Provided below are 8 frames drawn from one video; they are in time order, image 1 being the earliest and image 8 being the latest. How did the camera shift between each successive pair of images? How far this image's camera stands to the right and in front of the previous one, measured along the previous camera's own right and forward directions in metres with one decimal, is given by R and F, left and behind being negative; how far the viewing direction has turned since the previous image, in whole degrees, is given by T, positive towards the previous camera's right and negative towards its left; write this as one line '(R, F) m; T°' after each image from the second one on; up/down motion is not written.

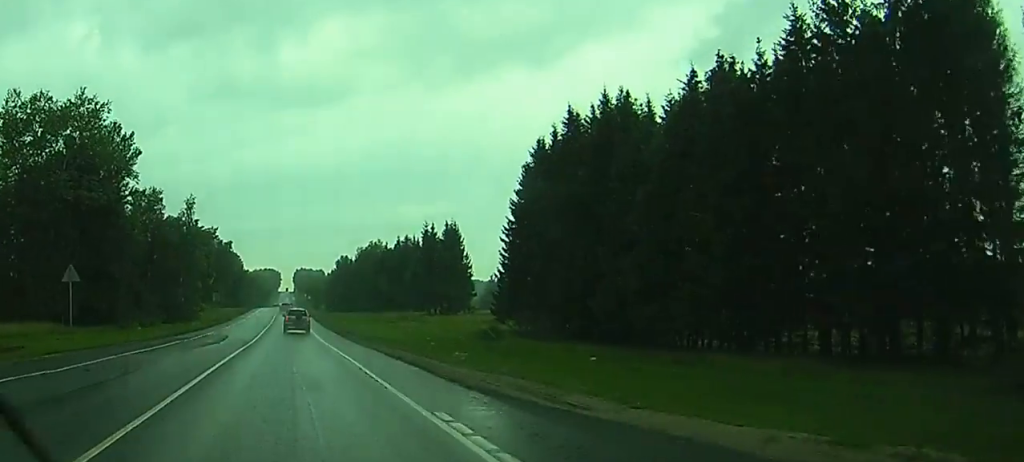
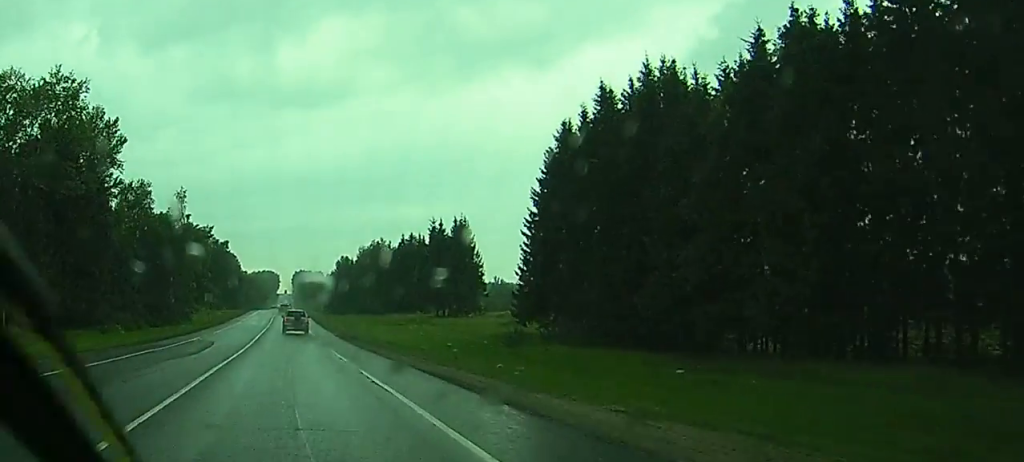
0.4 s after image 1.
(0.0, +9.1) m; 0°
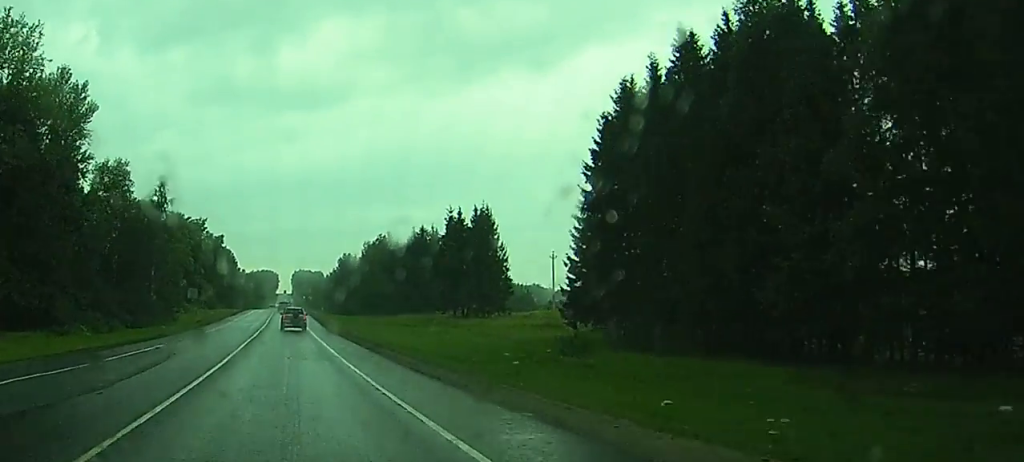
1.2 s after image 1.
(-0.1, +15.5) m; -1°
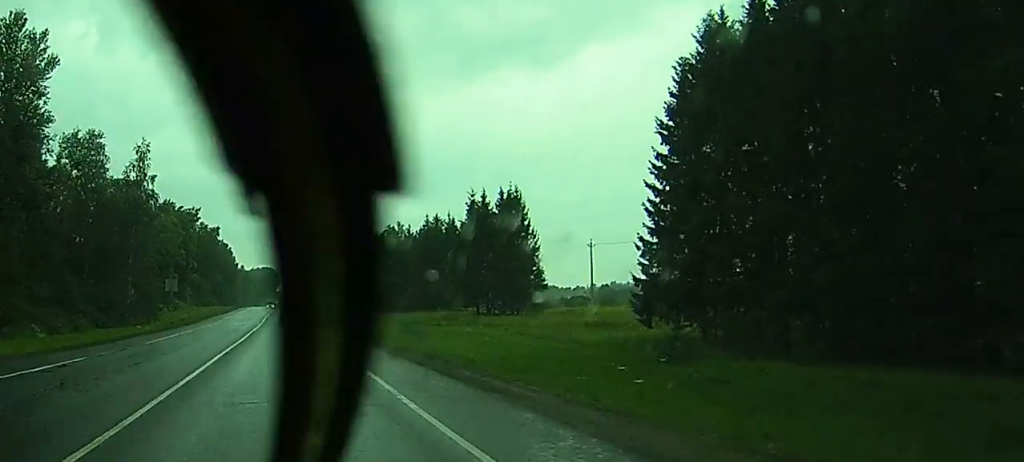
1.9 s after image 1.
(-0.1, +14.9) m; 0°
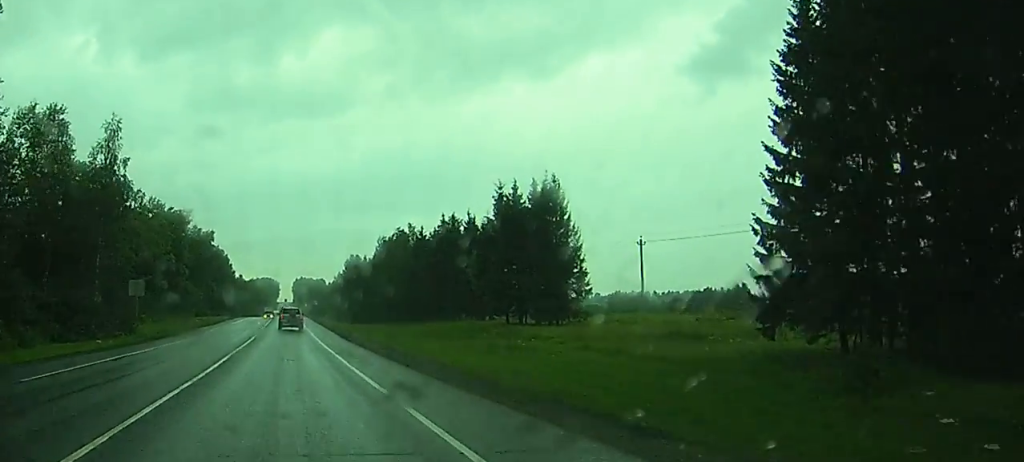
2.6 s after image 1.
(0.0, +15.0) m; 0°
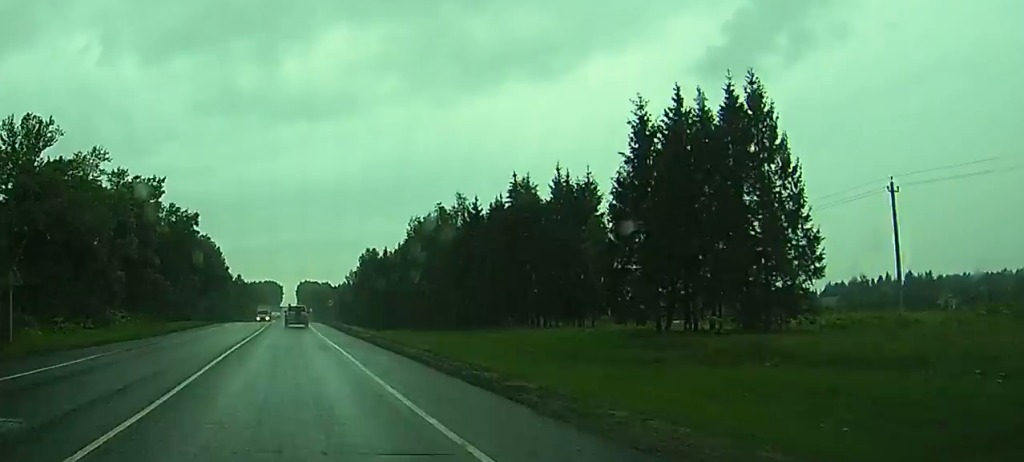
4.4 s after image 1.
(+0.4, +39.6) m; +1°
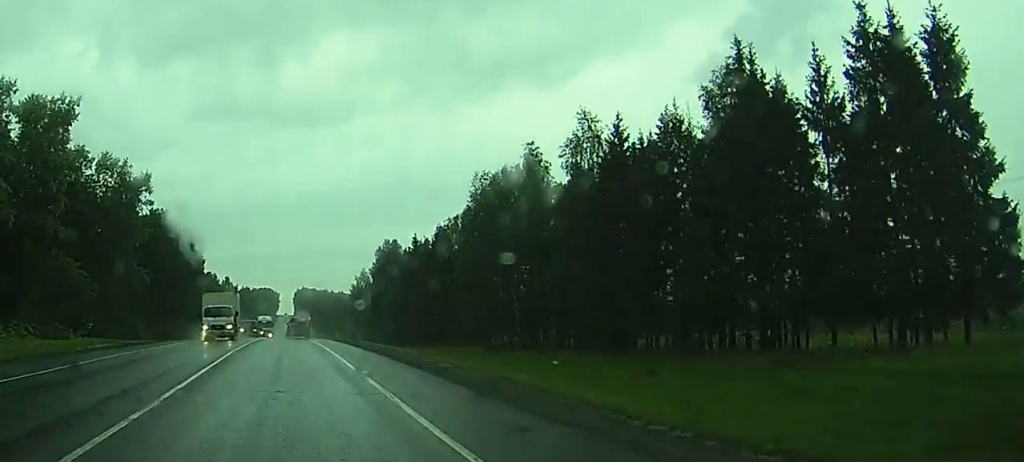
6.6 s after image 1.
(+0.1, +47.6) m; 0°
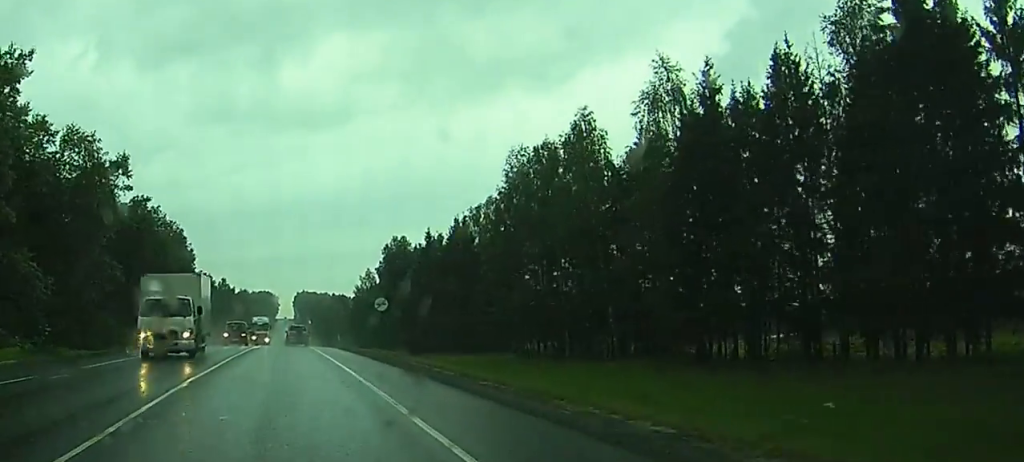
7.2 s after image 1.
(-0.1, +13.7) m; 0°
